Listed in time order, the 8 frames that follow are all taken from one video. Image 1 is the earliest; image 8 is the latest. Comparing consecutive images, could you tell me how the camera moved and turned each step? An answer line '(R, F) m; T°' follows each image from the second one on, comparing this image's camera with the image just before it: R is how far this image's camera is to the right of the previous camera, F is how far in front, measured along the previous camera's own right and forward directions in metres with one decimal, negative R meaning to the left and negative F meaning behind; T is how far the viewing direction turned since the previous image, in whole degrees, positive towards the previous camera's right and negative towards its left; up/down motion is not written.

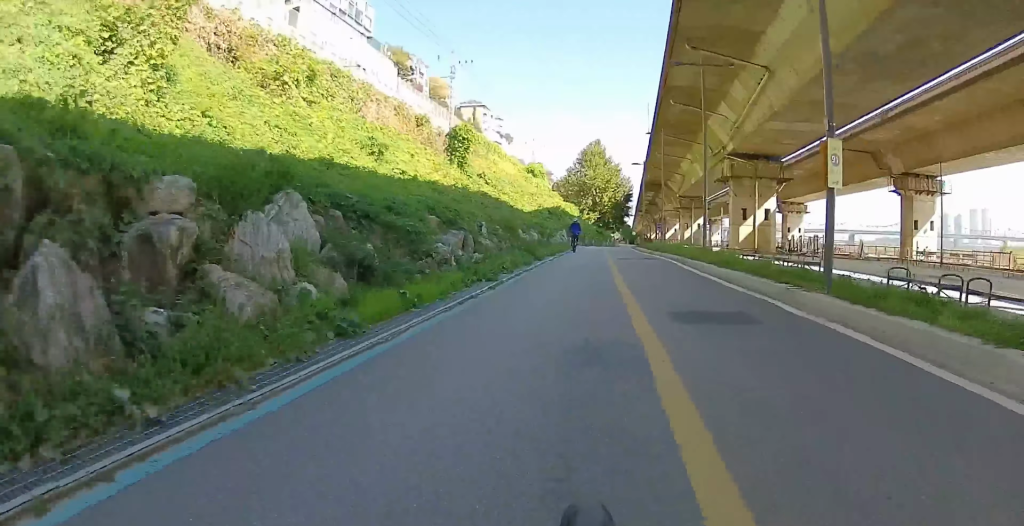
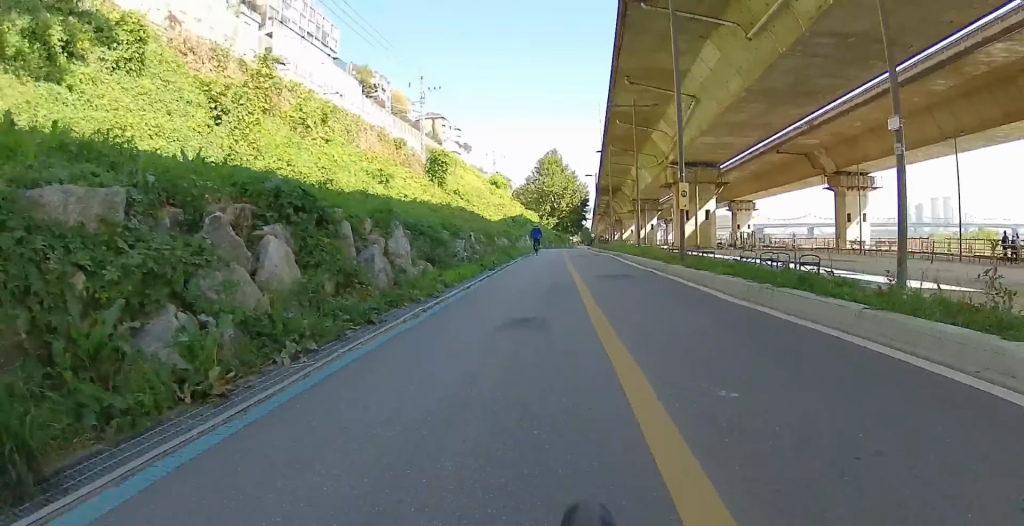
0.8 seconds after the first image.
(-0.1, +6.4) m; 0°
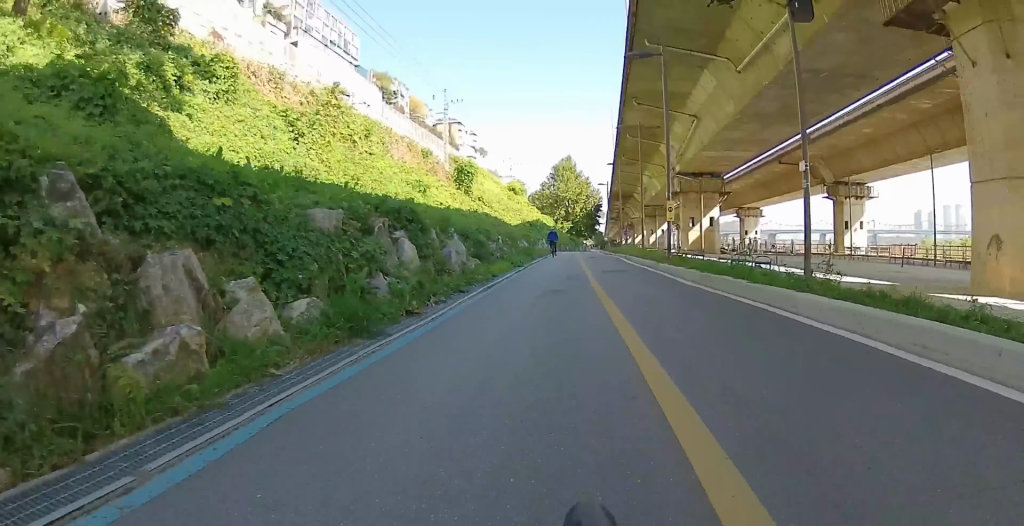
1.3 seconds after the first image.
(-0.3, +4.2) m; +1°
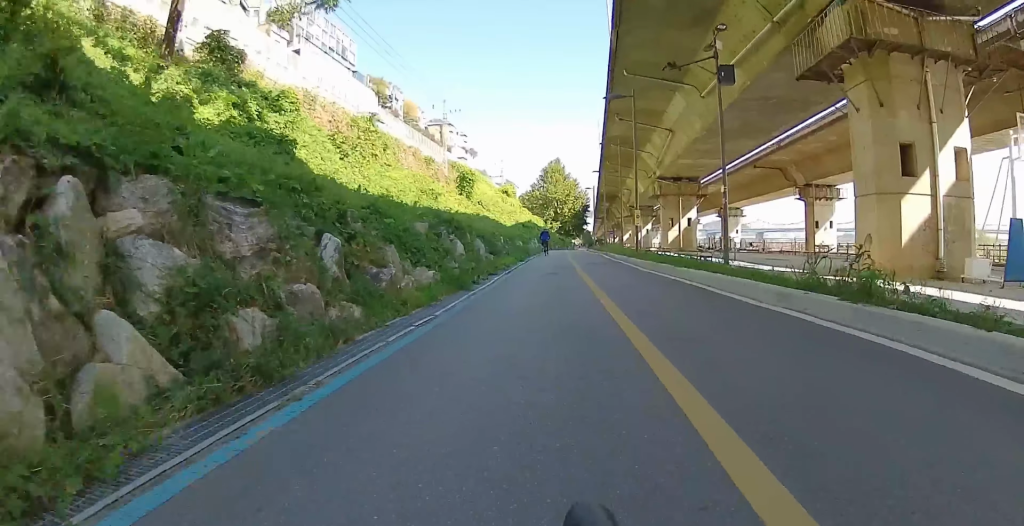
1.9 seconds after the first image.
(+0.4, +5.5) m; 0°
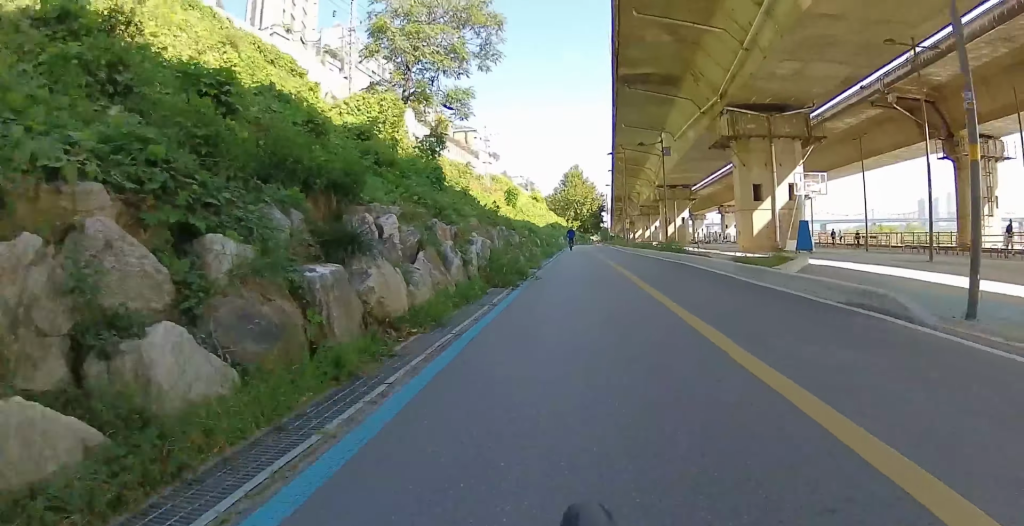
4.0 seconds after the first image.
(-0.5, +17.2) m; -1°
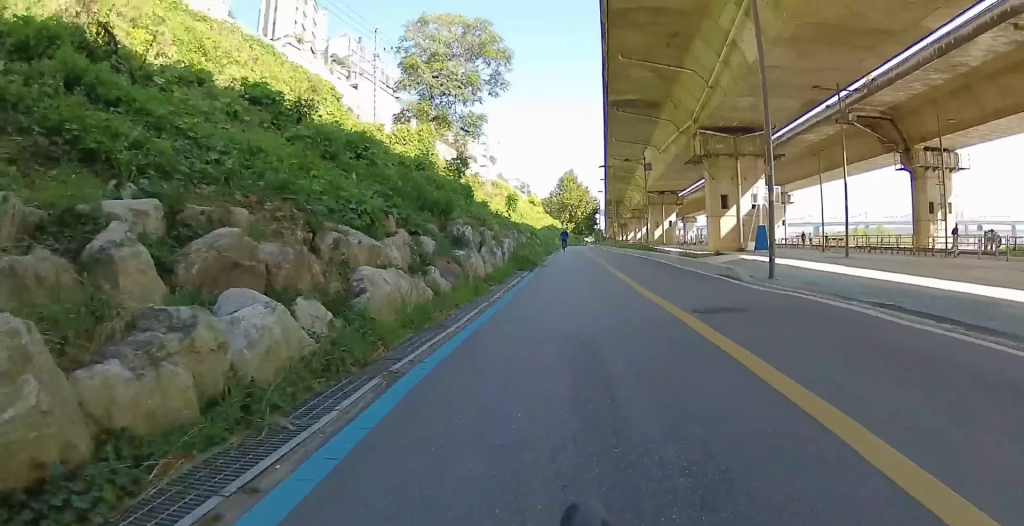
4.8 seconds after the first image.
(+0.1, +6.0) m; 0°
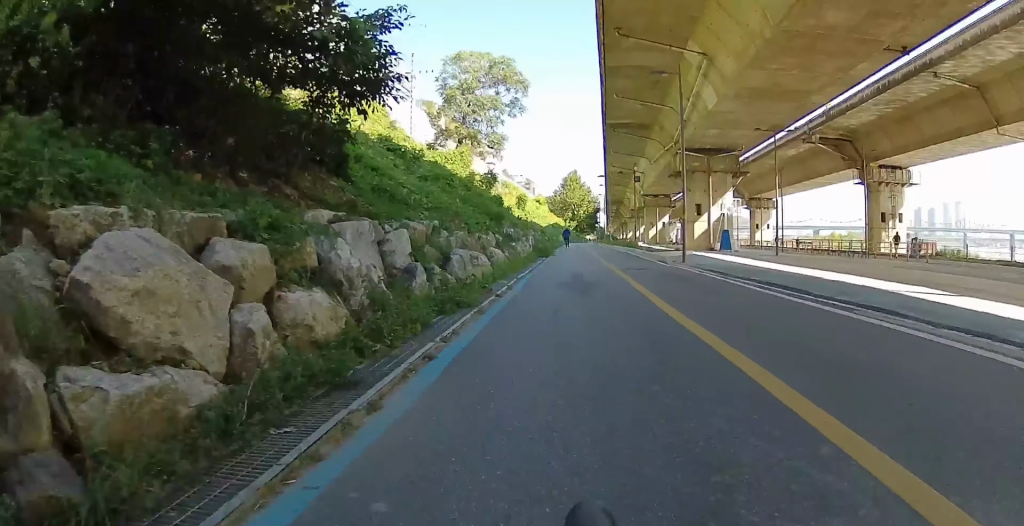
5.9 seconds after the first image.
(-0.1, +9.0) m; -1°
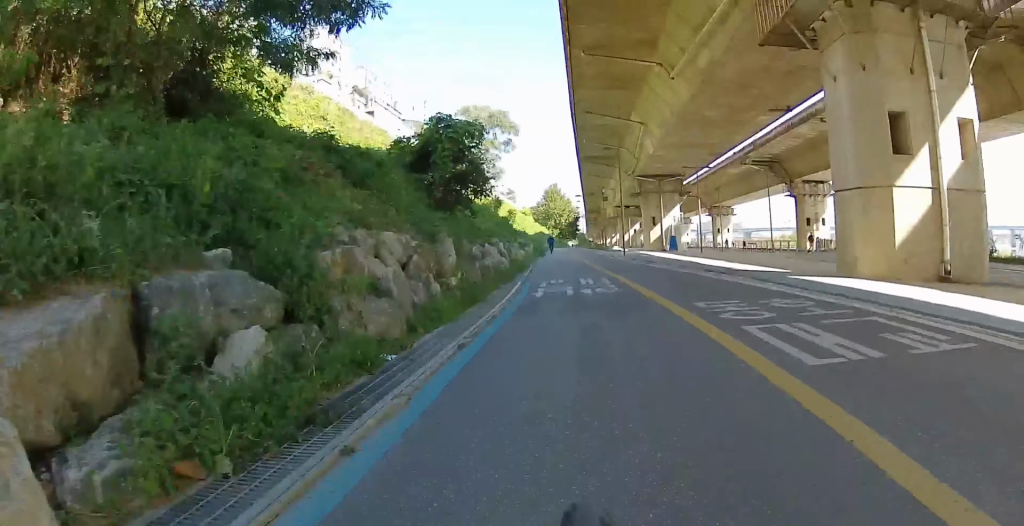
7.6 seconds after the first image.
(+0.2, +14.3) m; +3°
